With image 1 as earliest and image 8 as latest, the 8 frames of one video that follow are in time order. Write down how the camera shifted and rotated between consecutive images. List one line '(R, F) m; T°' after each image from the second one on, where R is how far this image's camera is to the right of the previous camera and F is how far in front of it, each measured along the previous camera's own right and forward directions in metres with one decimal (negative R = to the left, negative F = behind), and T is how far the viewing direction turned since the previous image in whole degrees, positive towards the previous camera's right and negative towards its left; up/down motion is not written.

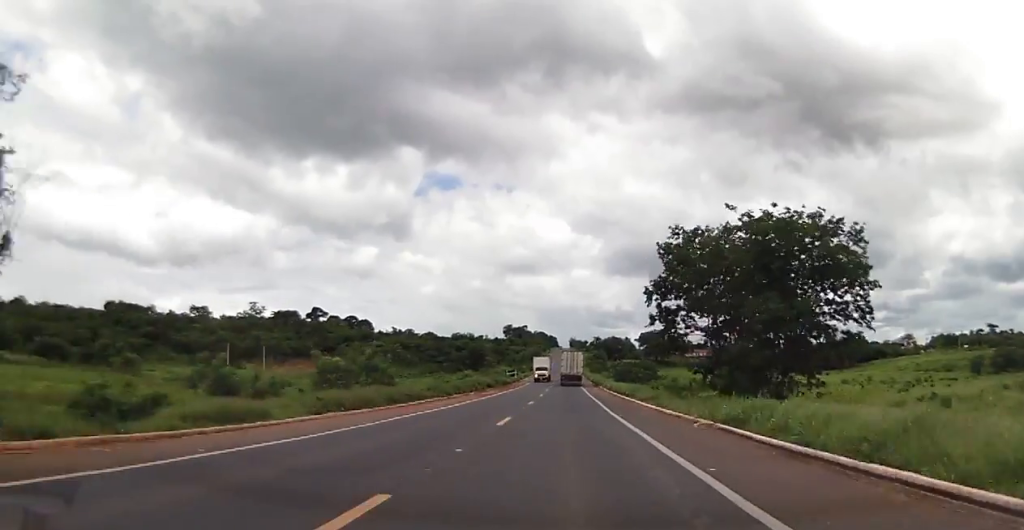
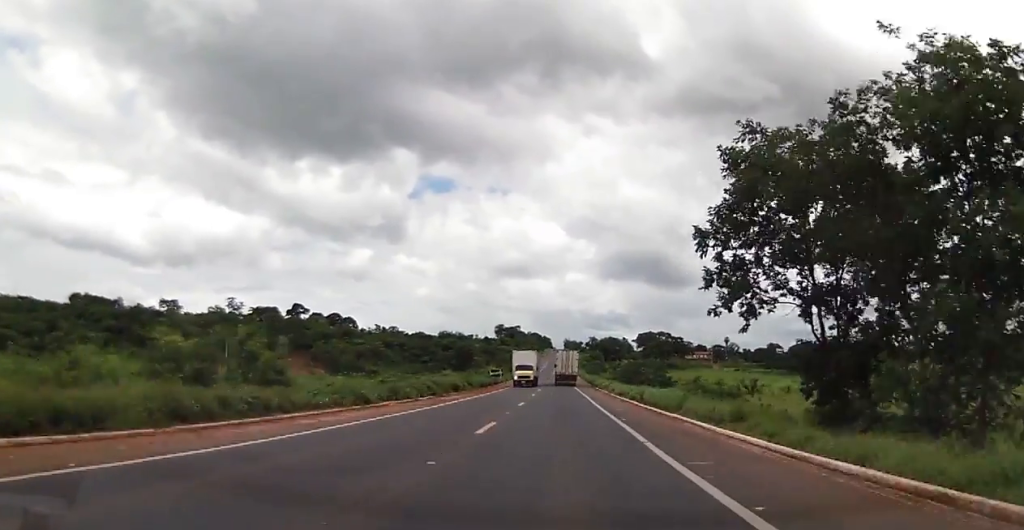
(0.0, +17.8) m; 0°
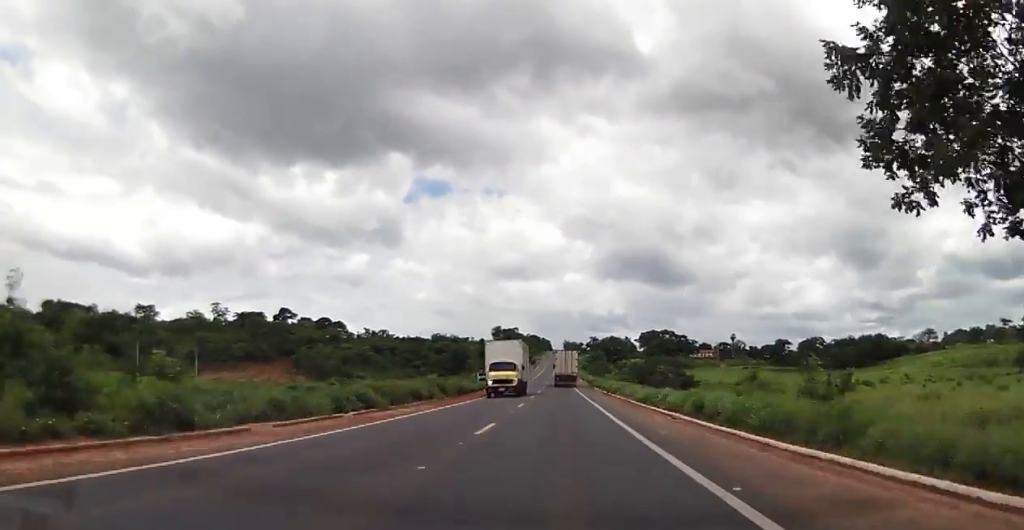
(-0.1, +14.2) m; +1°
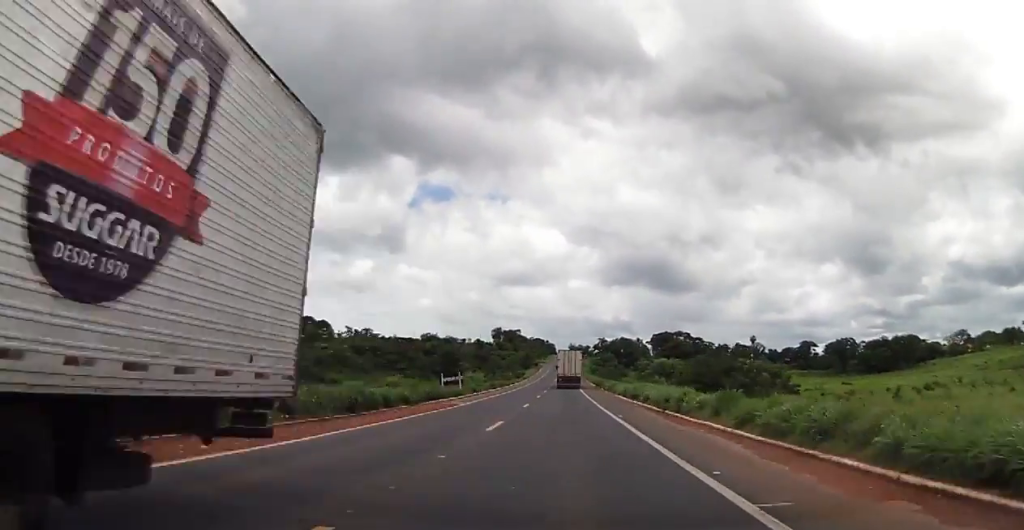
(+0.5, +28.3) m; +1°
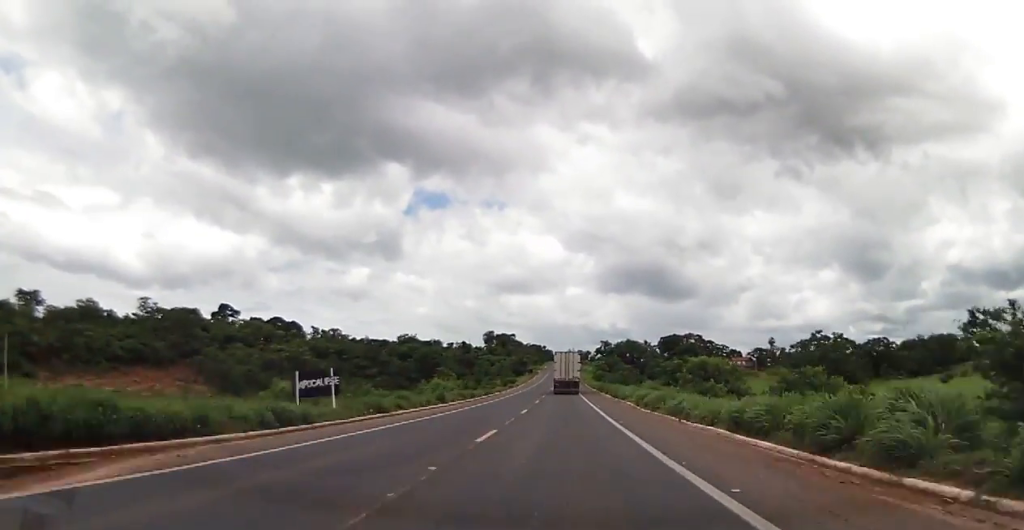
(-0.5, +31.9) m; -1°
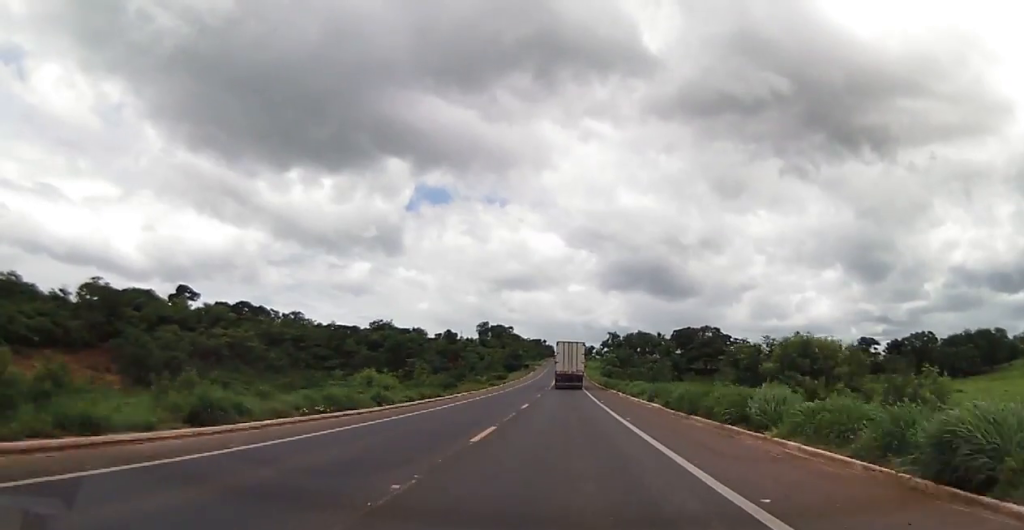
(-0.1, +32.5) m; +1°
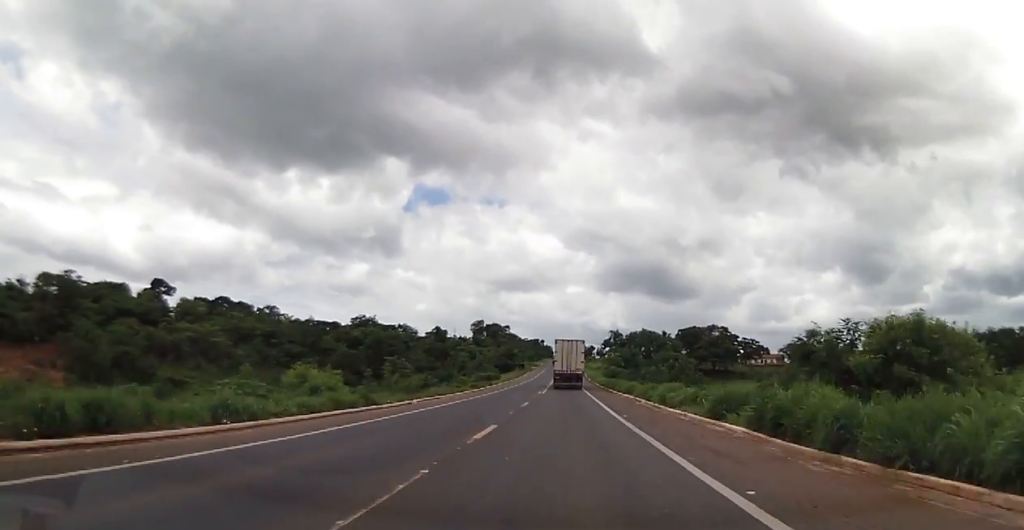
(+0.1, +15.4) m; 0°
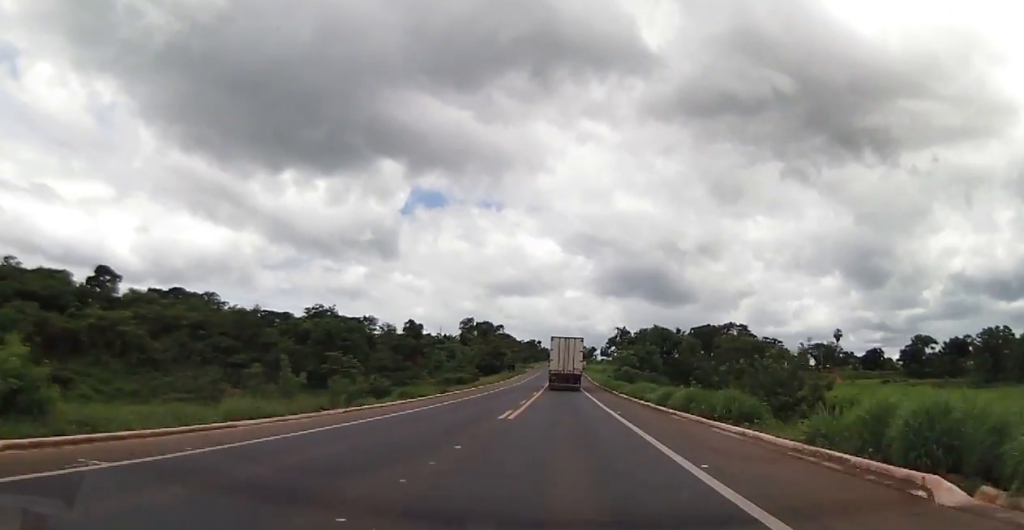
(-0.2, +30.4) m; -1°
